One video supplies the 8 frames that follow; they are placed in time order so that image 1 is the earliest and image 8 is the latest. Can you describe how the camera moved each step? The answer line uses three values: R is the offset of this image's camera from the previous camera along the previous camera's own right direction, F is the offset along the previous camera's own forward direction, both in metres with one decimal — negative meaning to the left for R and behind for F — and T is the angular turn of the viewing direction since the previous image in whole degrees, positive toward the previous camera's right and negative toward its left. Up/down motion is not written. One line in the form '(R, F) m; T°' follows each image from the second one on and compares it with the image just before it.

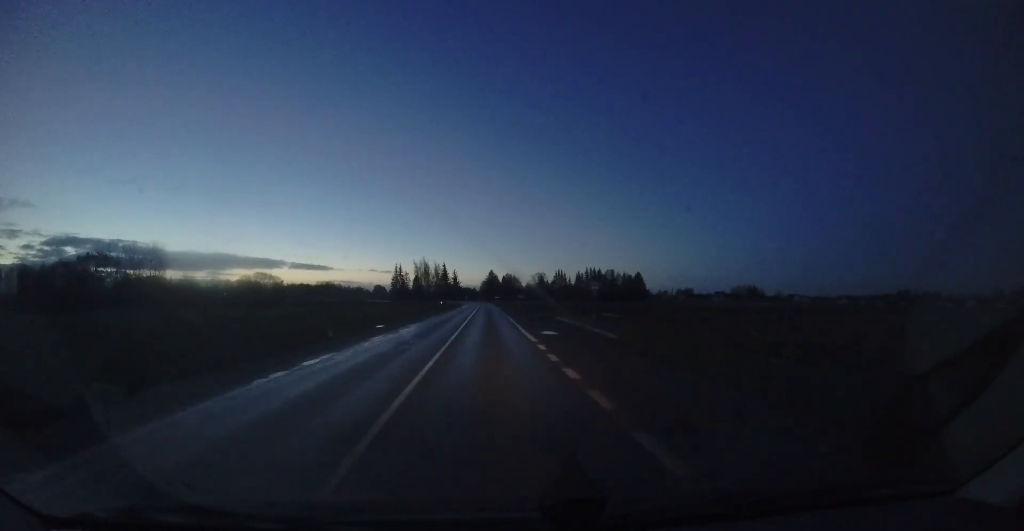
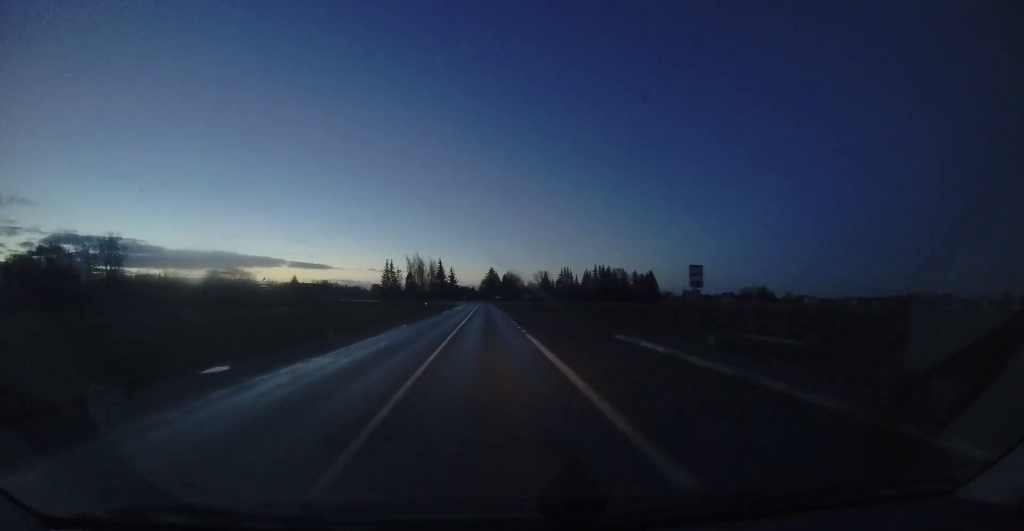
(-0.1, +12.7) m; 0°
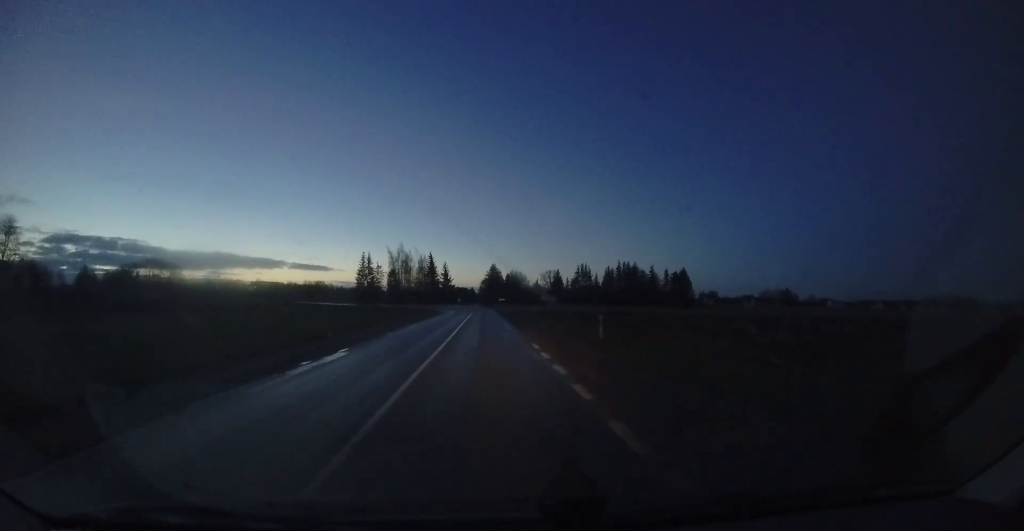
(+0.2, +25.7) m; 0°
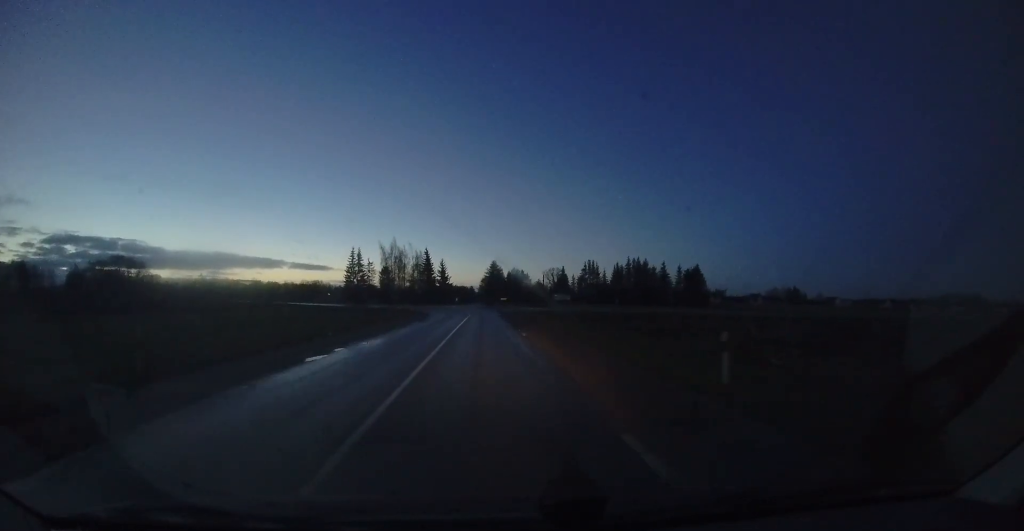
(0.0, +8.6) m; 0°
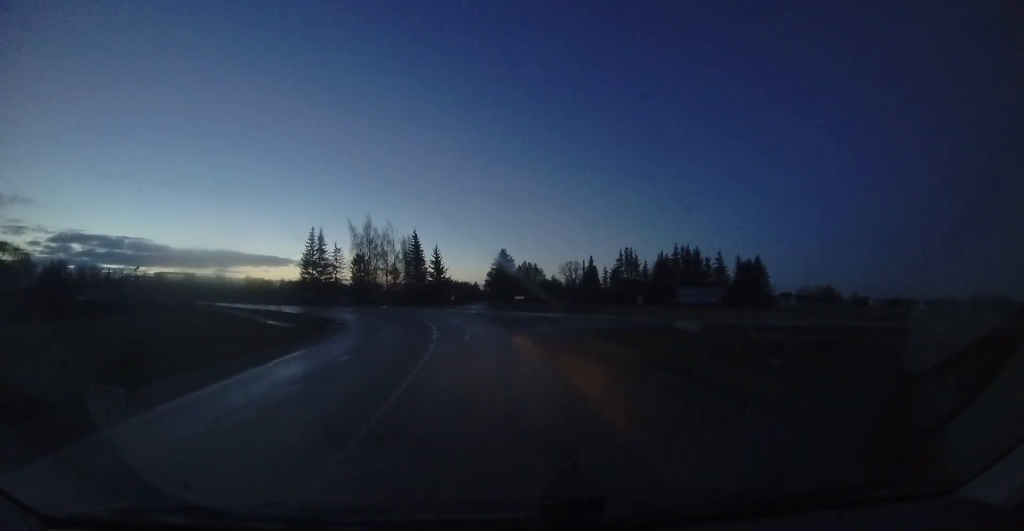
(-0.2, +27.1) m; 0°
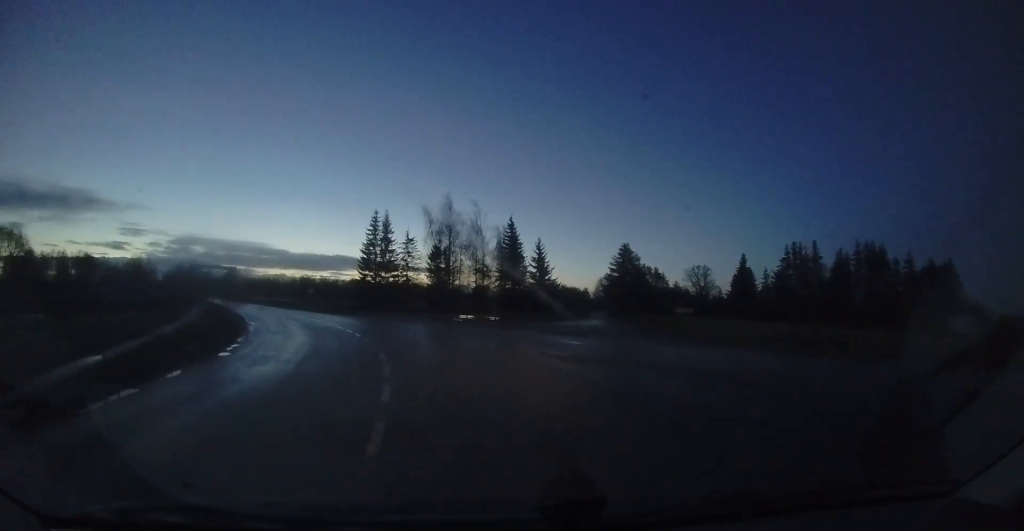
(-0.8, +23.5) m; -14°
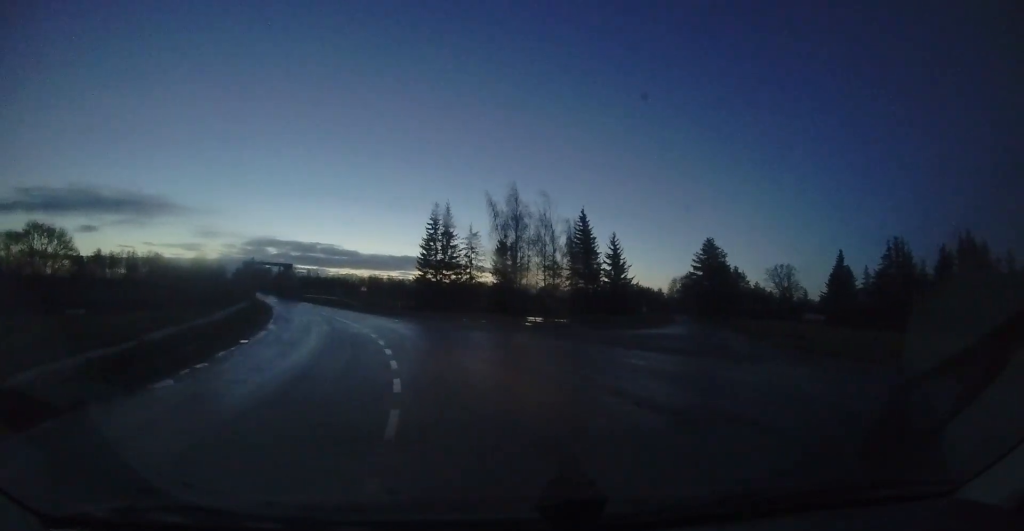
(-0.5, +6.1) m; -11°
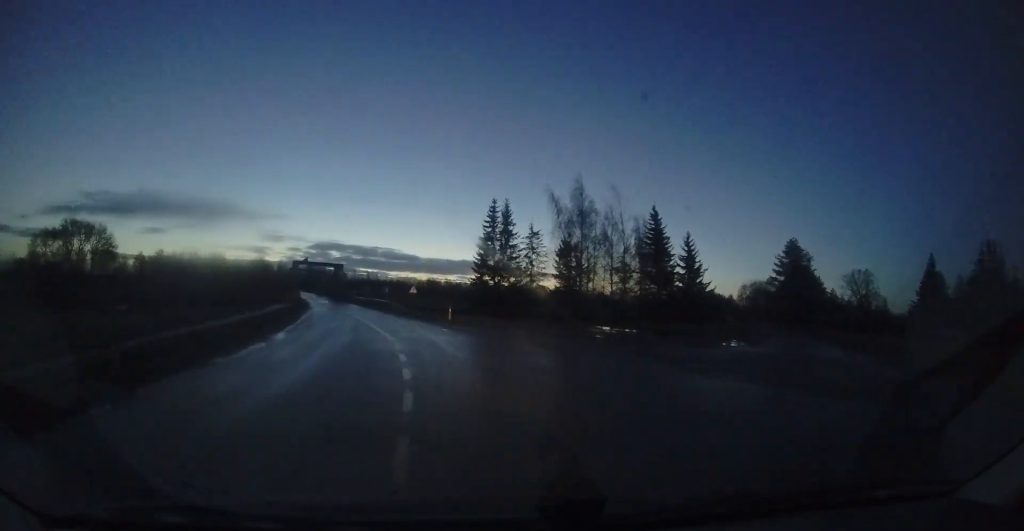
(-0.6, +5.4) m; -11°
